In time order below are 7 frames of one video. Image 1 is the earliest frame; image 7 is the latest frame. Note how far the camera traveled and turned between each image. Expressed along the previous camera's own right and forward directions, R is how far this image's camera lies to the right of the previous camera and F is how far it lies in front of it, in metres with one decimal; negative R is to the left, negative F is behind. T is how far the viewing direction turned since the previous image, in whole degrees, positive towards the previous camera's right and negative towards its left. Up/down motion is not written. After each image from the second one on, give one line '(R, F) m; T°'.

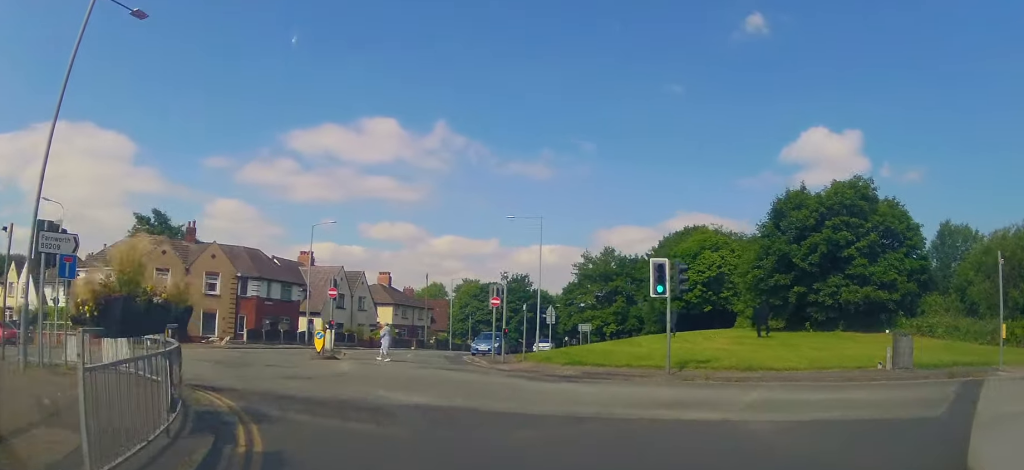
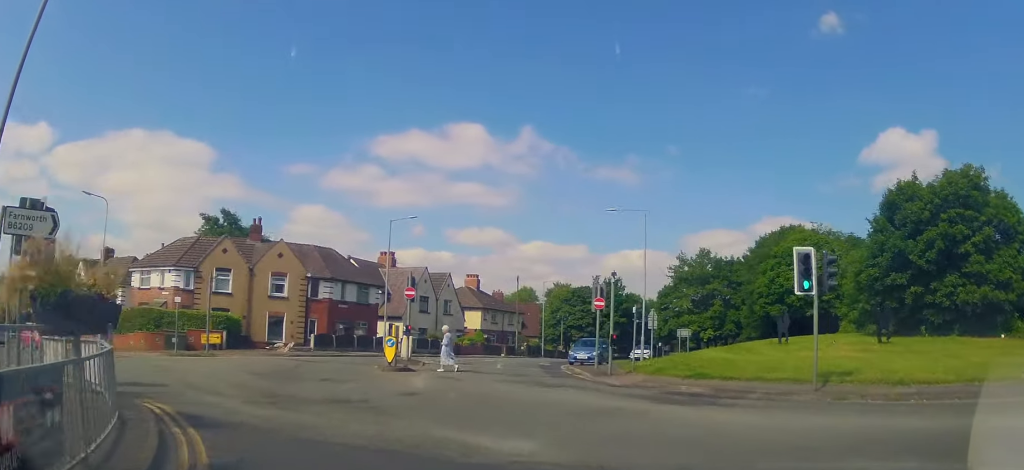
(-0.3, +3.7) m; -12°
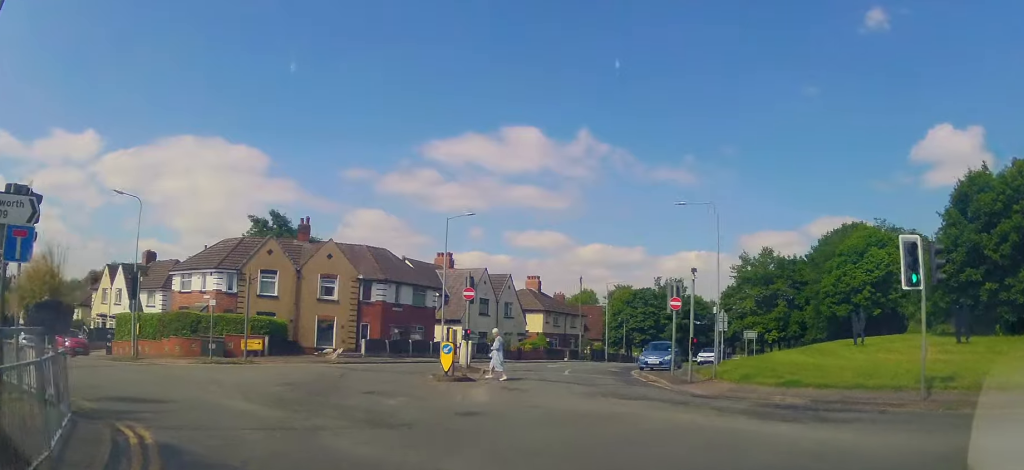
(-0.3, +2.2) m; -8°
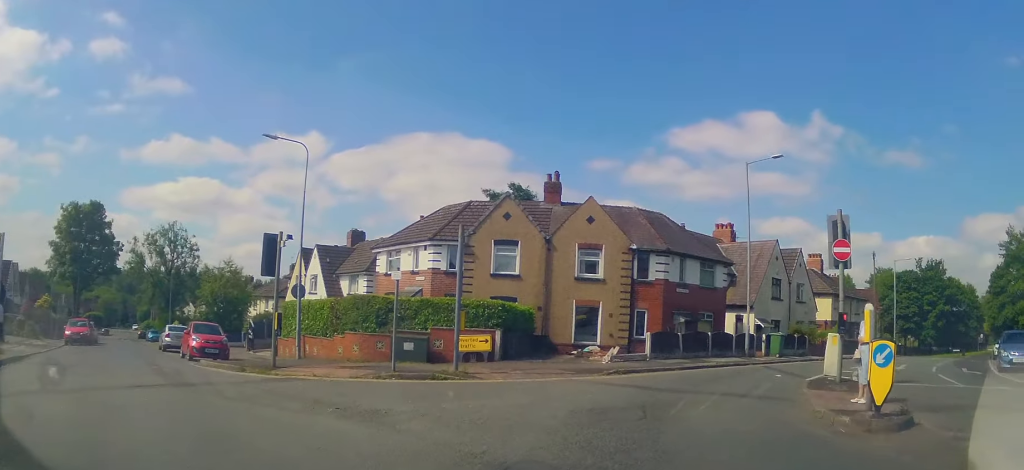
(-2.4, +9.4) m; -17°
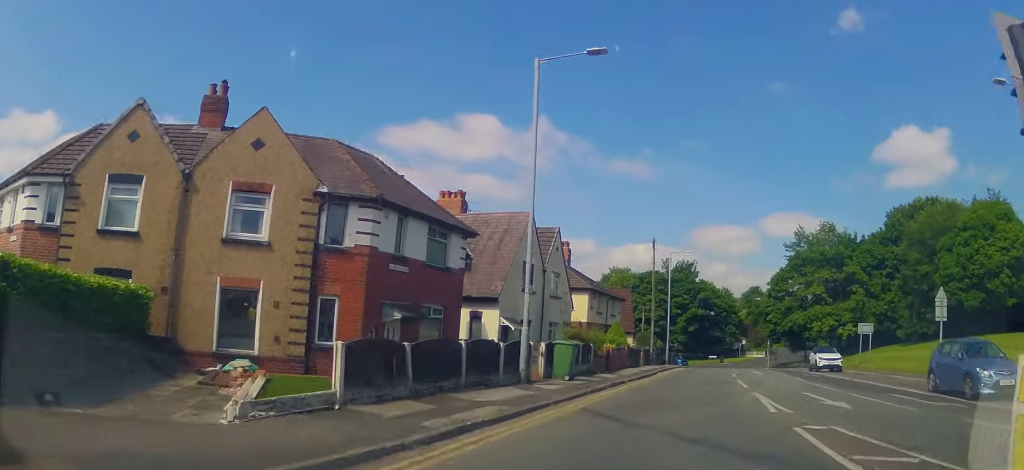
(+3.0, +10.2) m; +32°
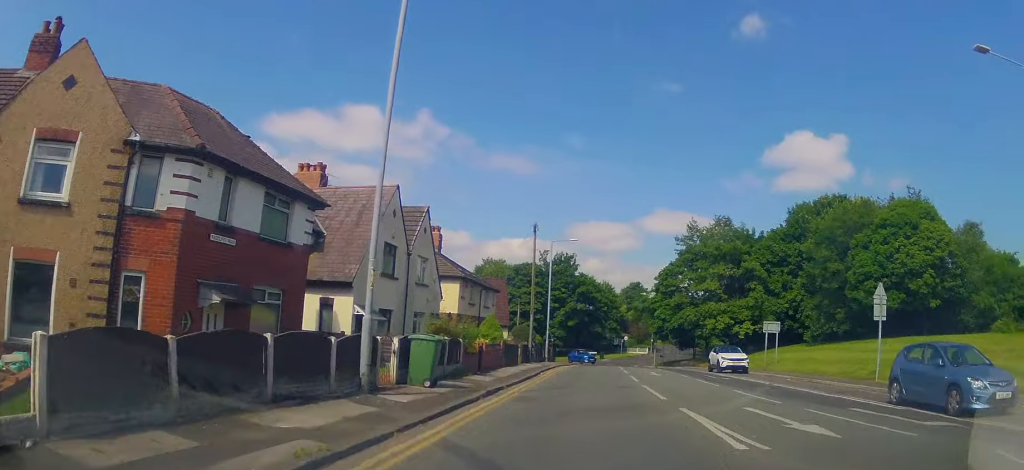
(0.0, +3.4) m; +10°
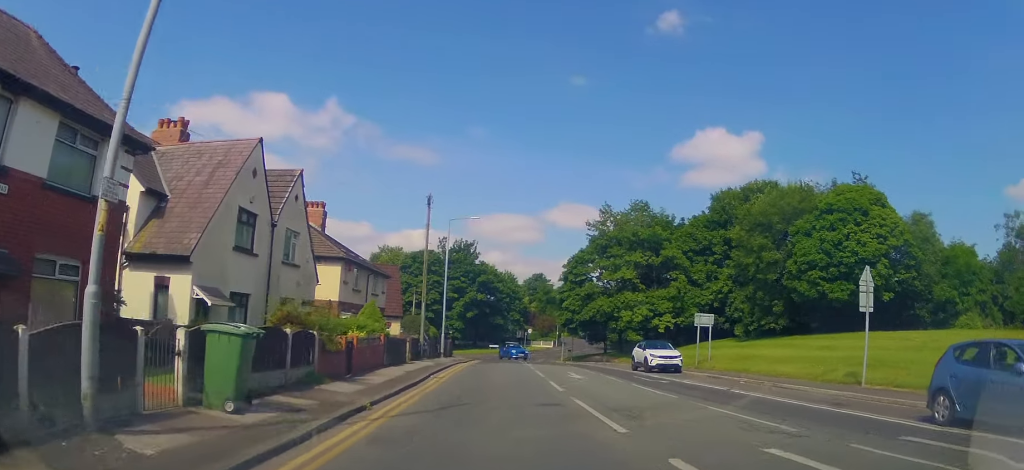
(+0.7, +4.2) m; +10°
